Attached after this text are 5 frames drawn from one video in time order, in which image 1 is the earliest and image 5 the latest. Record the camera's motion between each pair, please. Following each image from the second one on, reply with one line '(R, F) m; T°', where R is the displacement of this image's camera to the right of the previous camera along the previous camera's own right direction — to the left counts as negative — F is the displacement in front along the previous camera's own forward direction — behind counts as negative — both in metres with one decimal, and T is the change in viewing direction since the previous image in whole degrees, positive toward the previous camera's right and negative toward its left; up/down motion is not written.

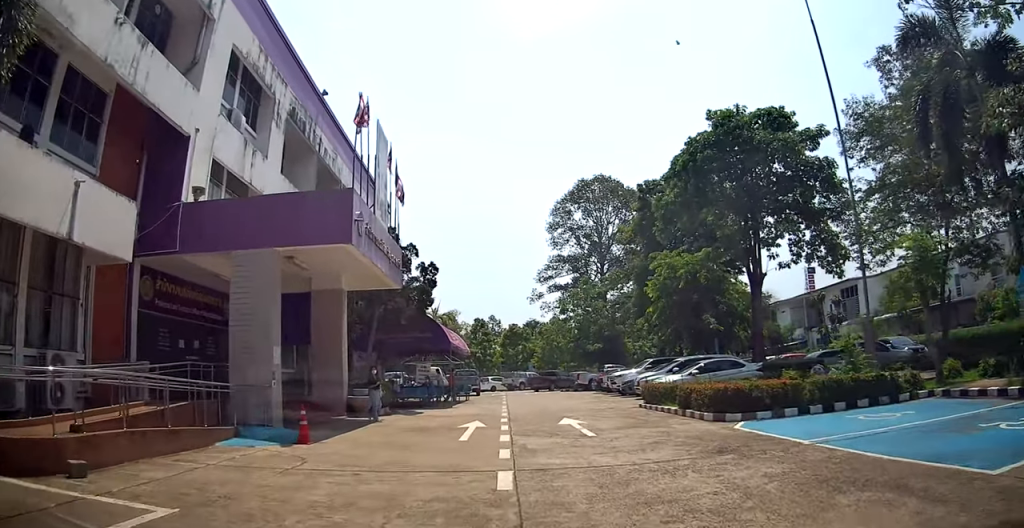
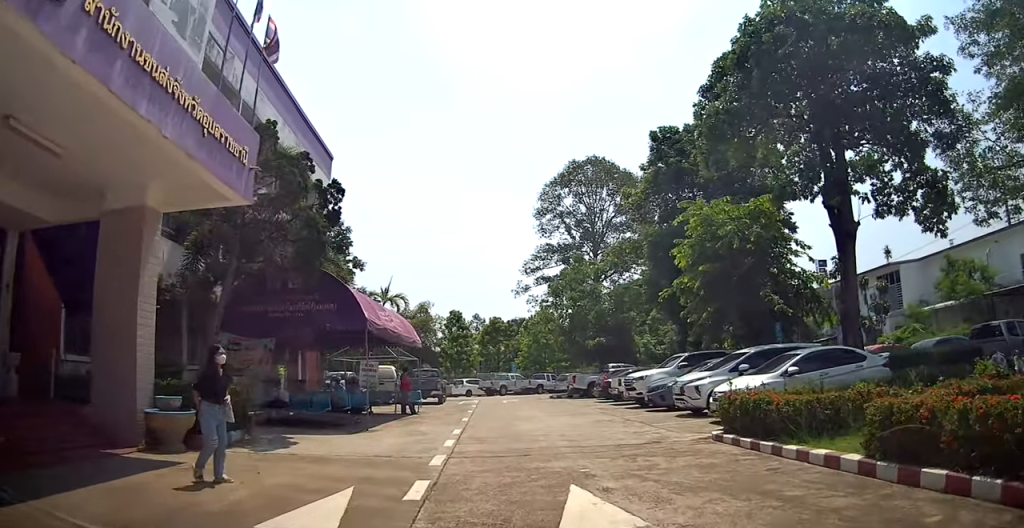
(+0.6, +10.7) m; +2°
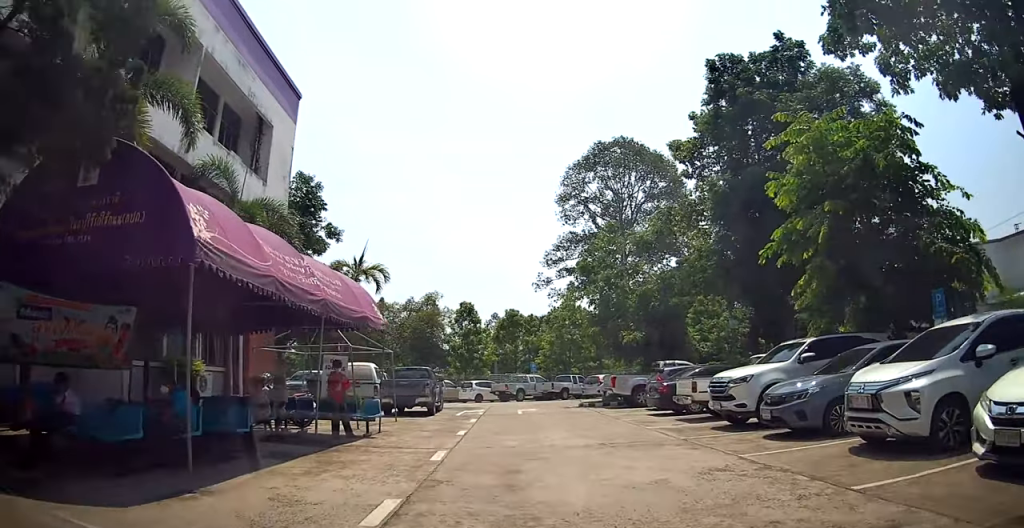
(-0.3, +8.5) m; +1°
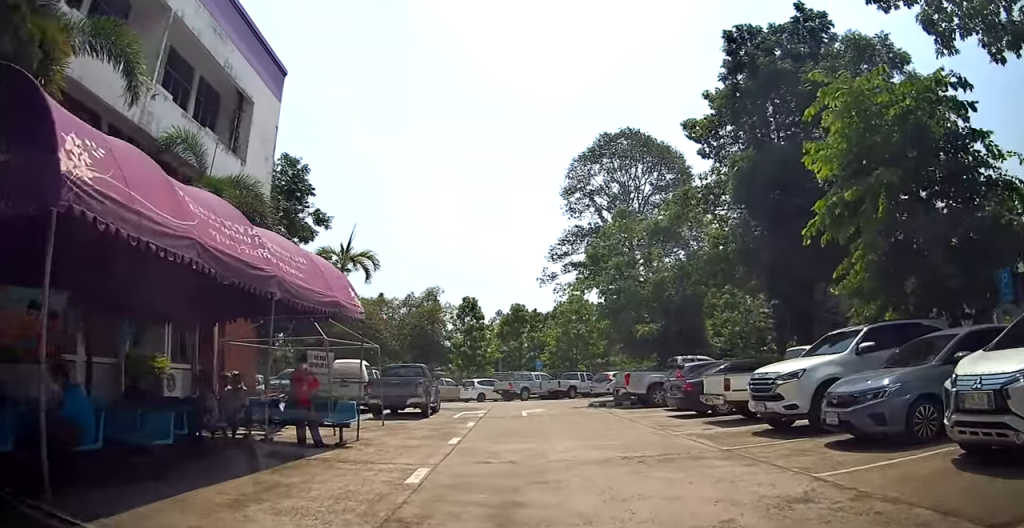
(+0.1, +2.2) m; +2°
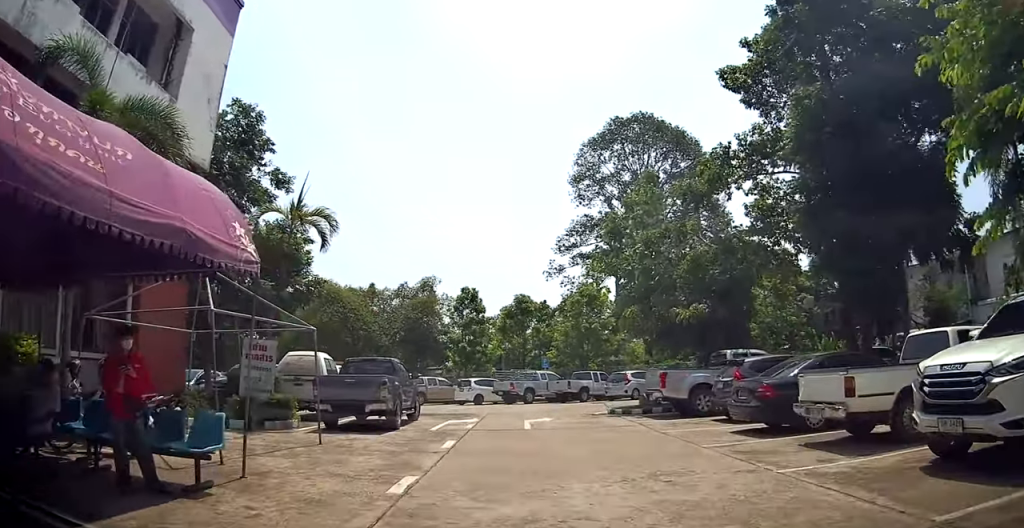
(+0.2, +5.5) m; 0°
